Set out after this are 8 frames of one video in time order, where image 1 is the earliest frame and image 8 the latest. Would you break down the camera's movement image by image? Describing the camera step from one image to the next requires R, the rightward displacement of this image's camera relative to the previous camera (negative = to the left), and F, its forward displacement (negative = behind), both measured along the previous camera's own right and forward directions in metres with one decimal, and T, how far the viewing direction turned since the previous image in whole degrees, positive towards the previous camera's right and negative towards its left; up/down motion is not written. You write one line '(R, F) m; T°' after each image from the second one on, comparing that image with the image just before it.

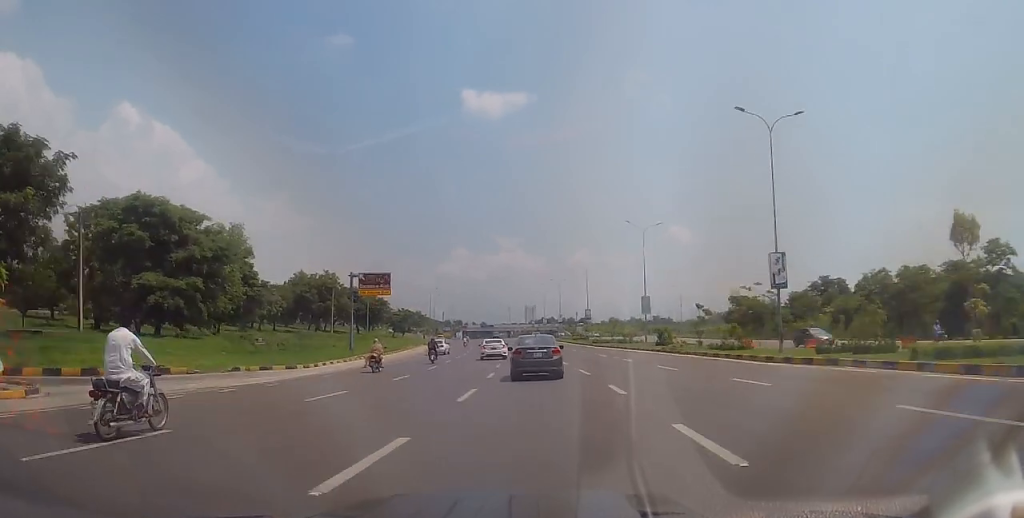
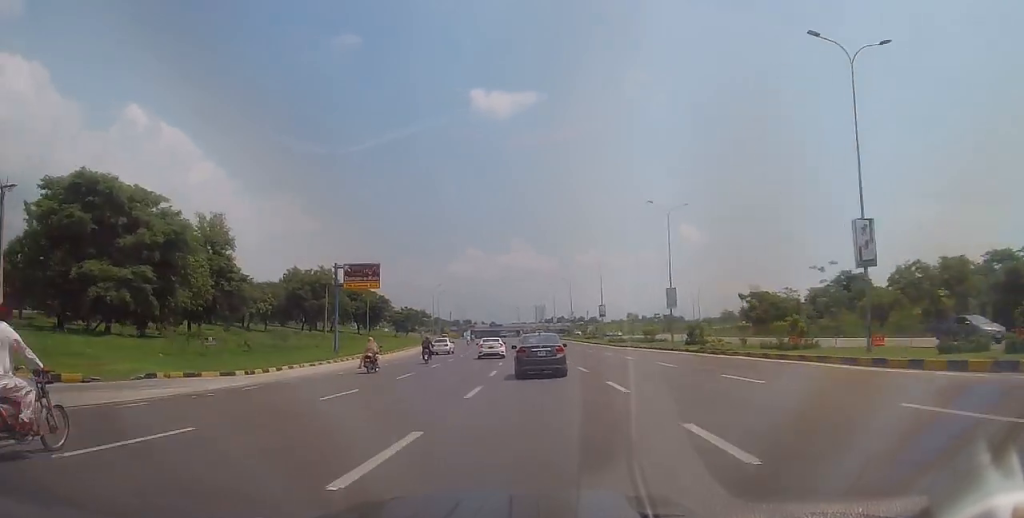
(-0.2, +8.4) m; -1°
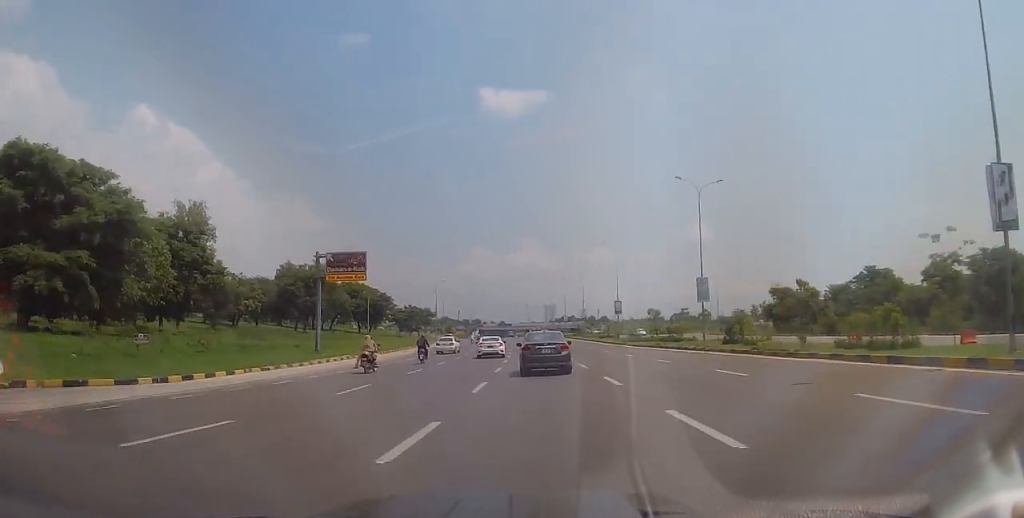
(0.0, +7.9) m; -1°
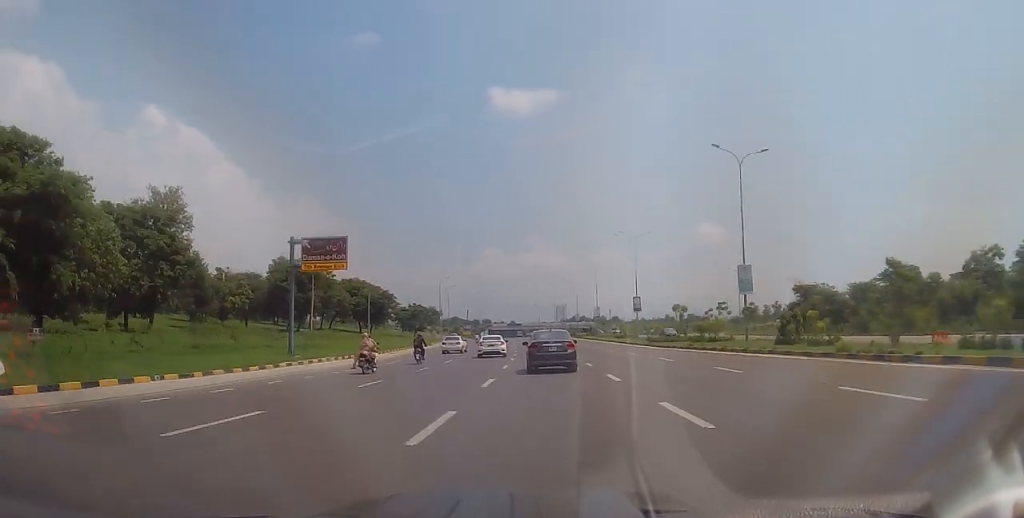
(+0.1, +7.8) m; -1°
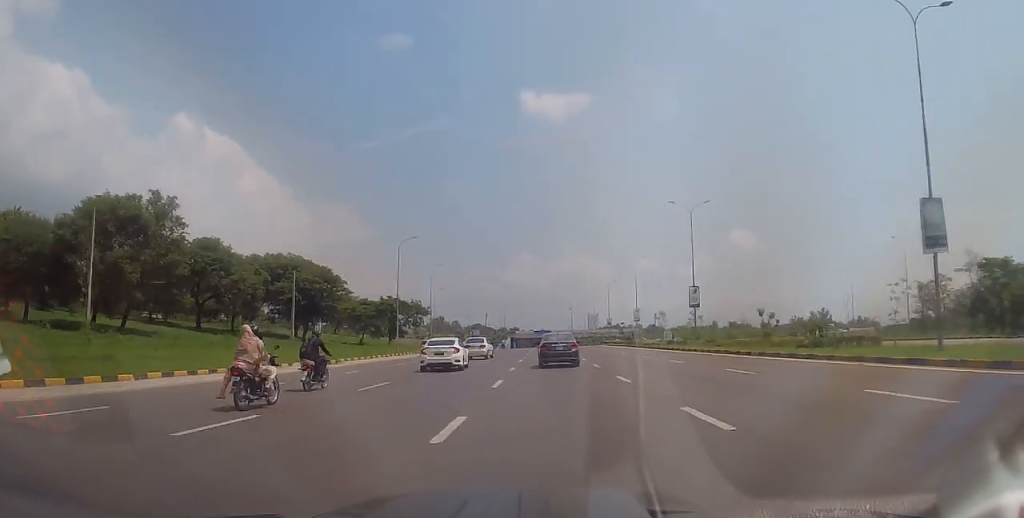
(-0.7, +53.9) m; -2°
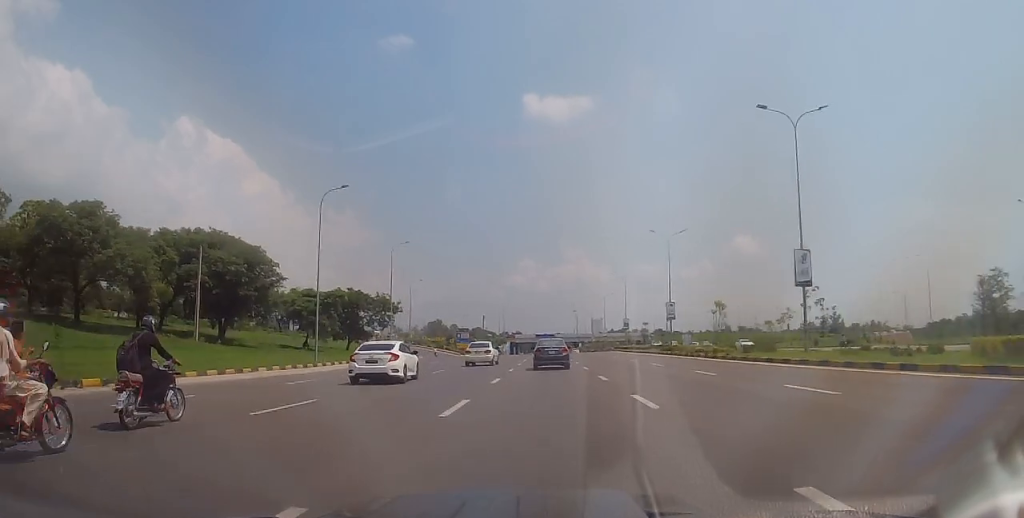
(0.0, +24.1) m; 0°
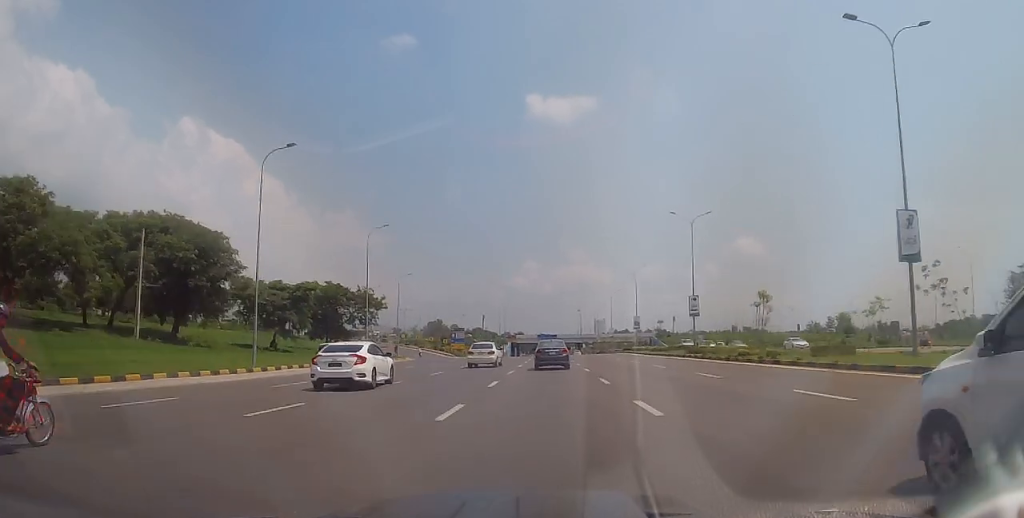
(0.0, +9.8) m; 0°
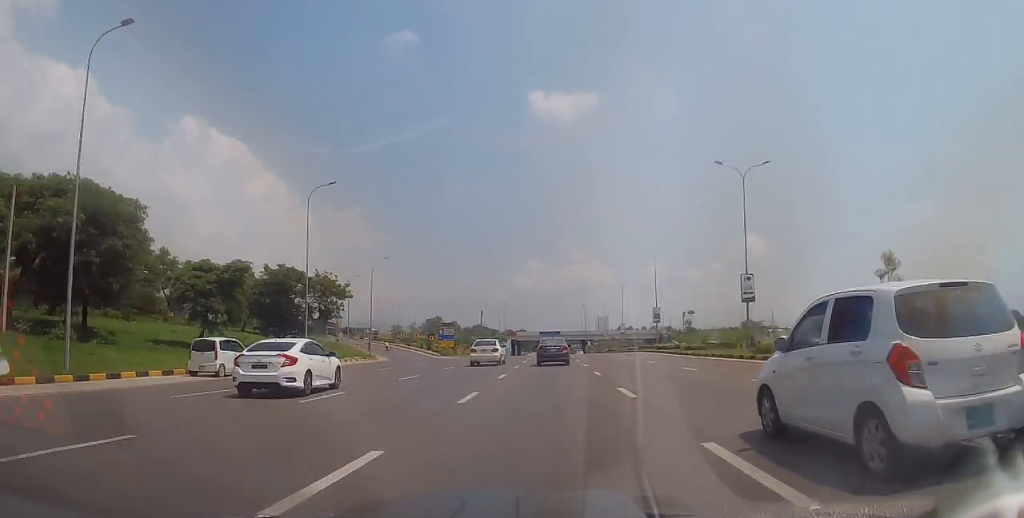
(0.0, +15.0) m; 0°
